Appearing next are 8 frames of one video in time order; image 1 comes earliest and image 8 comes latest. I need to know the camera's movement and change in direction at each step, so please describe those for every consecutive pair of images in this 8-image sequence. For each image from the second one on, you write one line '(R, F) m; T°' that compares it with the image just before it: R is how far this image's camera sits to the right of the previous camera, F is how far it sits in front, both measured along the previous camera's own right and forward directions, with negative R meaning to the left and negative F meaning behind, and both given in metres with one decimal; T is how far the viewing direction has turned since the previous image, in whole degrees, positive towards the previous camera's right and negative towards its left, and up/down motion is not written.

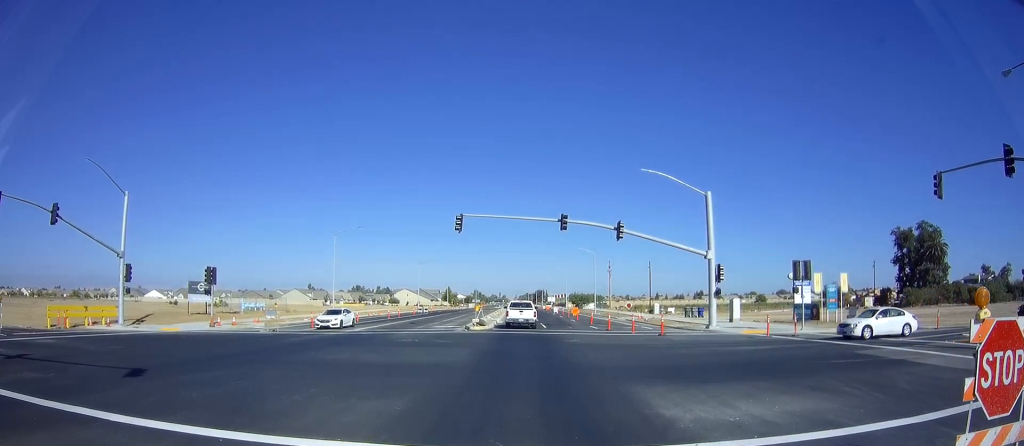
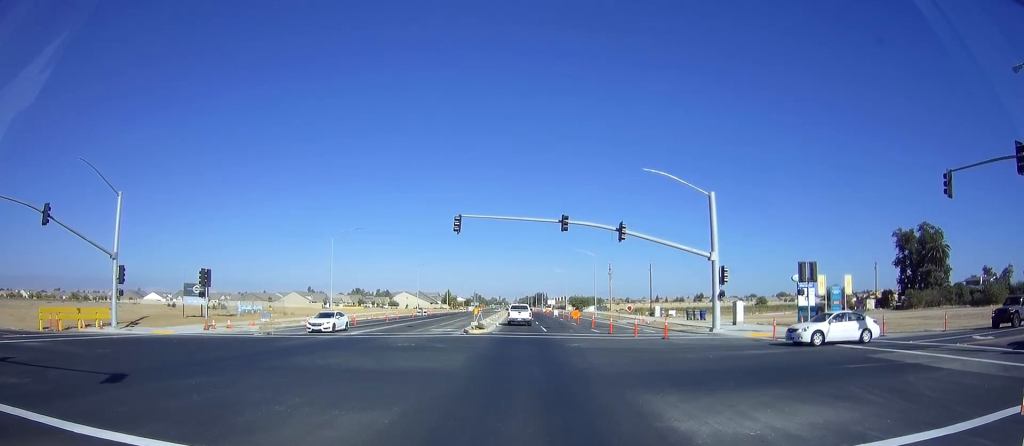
(-0.1, +1.0) m; 0°
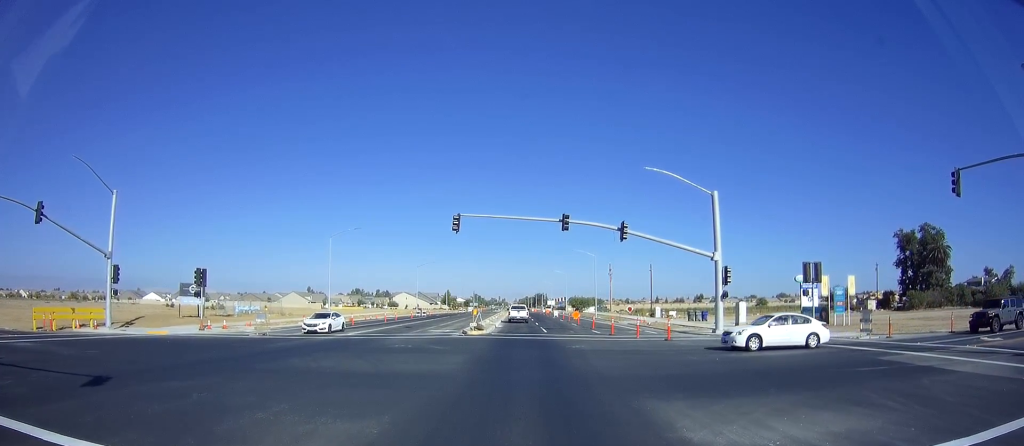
(-0.1, +0.7) m; +1°
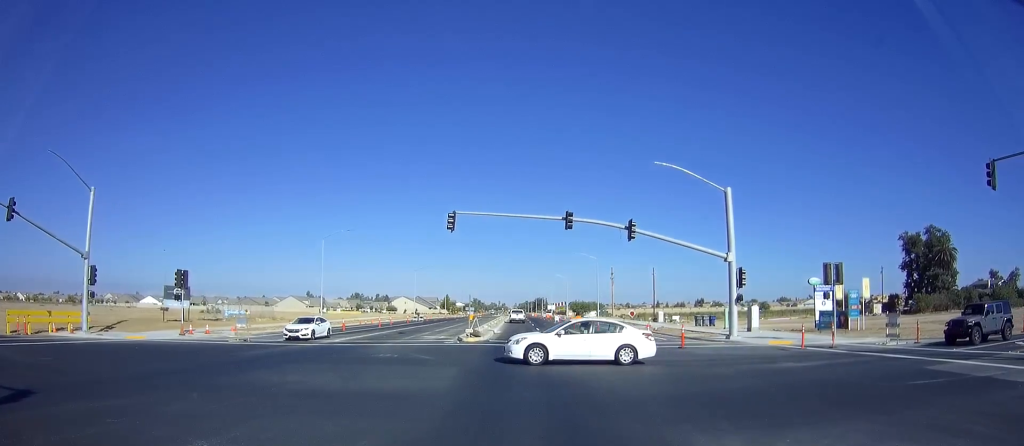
(+0.1, +1.9) m; 0°
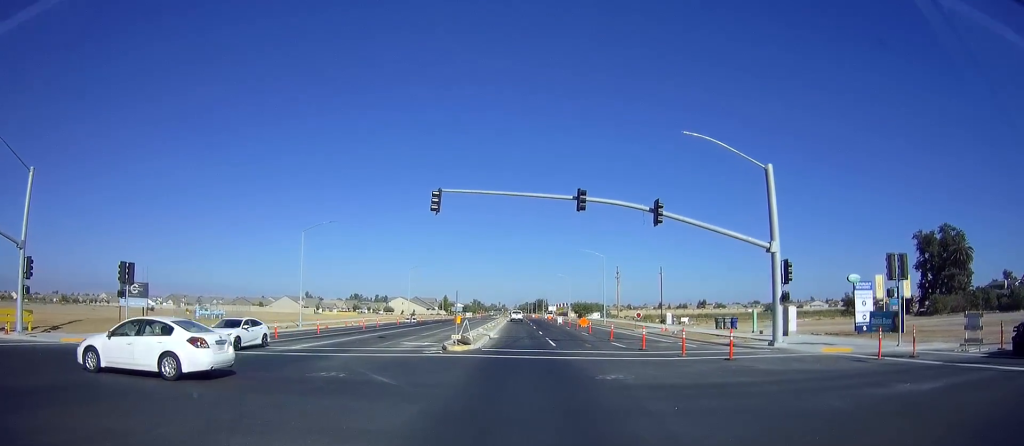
(-0.1, +4.3) m; +3°
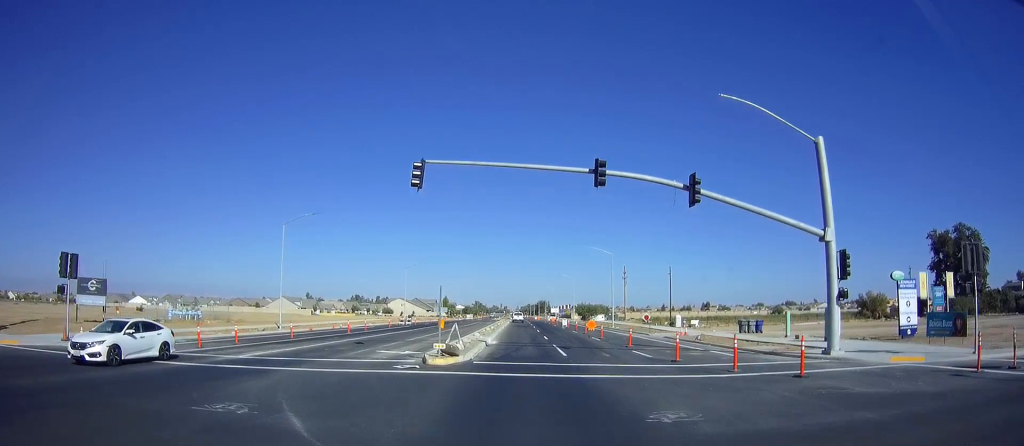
(+0.3, +4.3) m; +6°
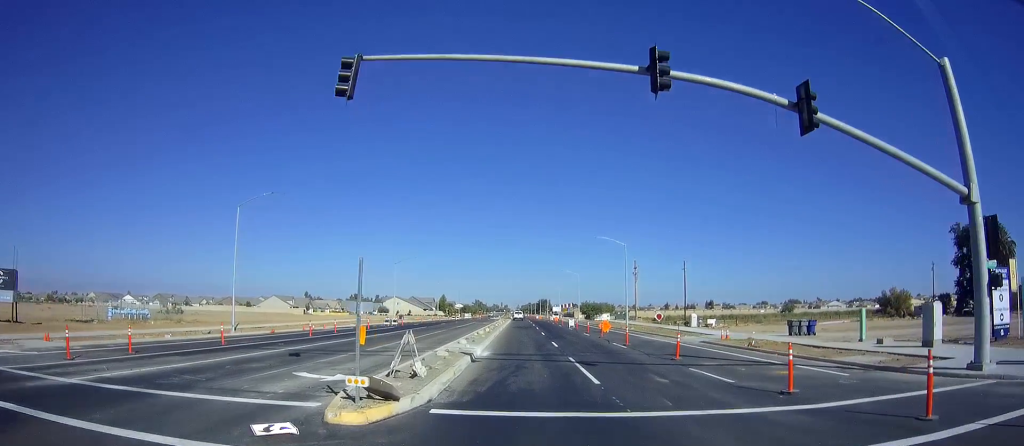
(+0.4, +7.9) m; +4°
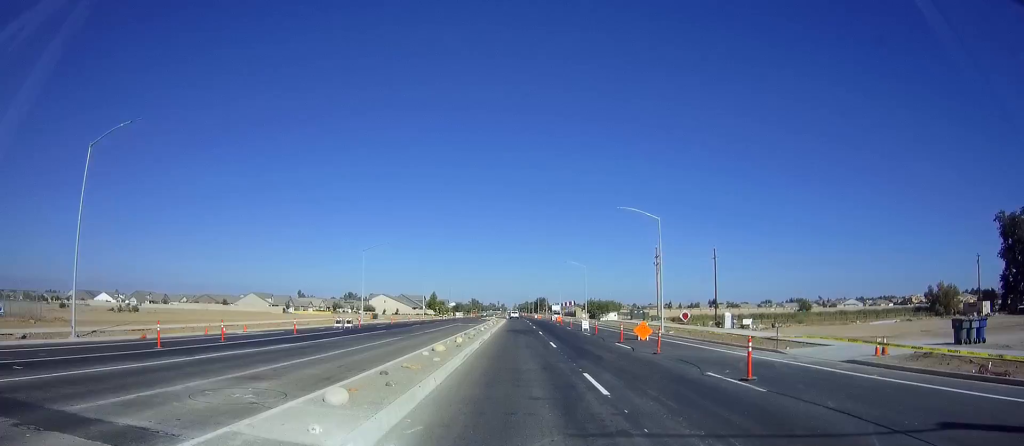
(-0.2, +16.5) m; -2°
